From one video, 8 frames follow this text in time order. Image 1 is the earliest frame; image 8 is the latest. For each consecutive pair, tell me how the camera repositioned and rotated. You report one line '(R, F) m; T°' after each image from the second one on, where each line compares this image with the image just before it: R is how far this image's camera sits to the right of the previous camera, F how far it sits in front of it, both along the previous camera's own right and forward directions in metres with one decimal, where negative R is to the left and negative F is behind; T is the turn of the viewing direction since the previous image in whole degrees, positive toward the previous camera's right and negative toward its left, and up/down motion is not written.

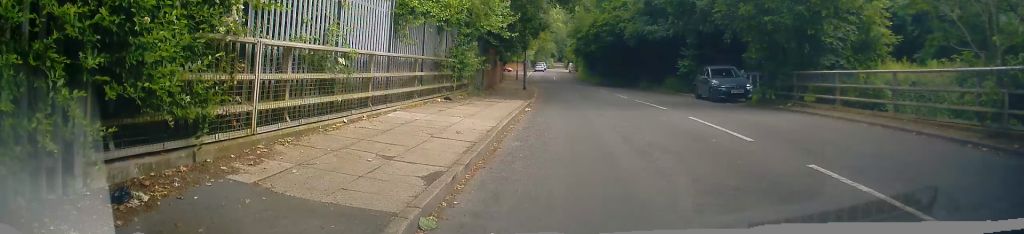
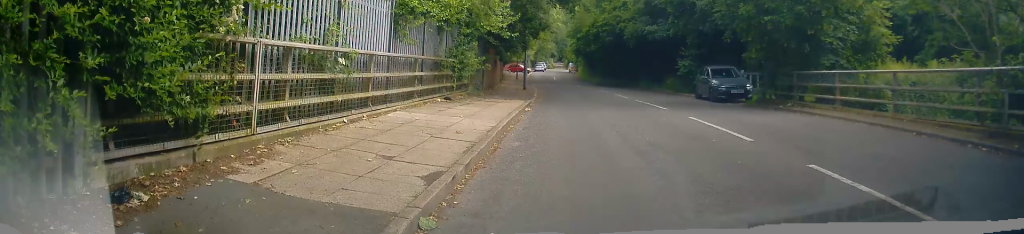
(0.0, 0.0) m; 0°
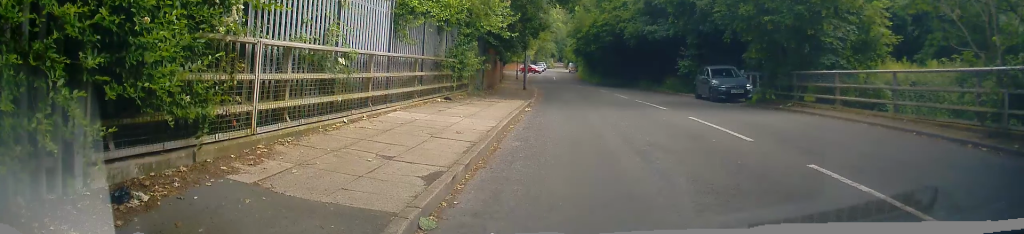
(0.0, 0.0) m; 0°
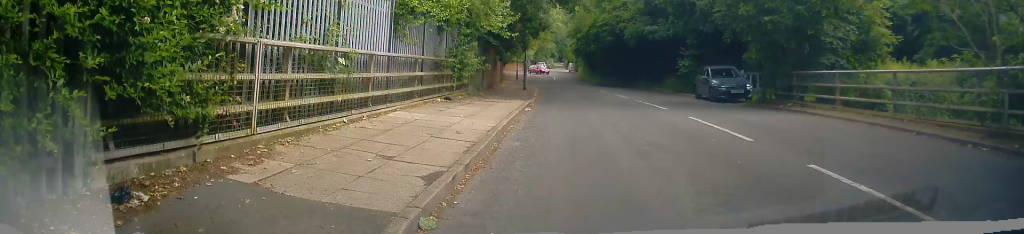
(0.0, 0.0) m; 0°
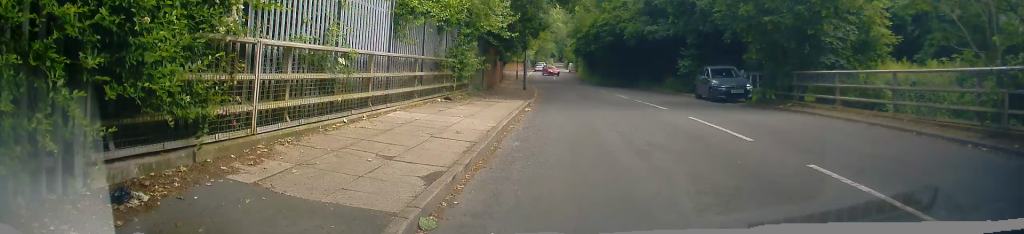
(0.0, 0.0) m; 0°
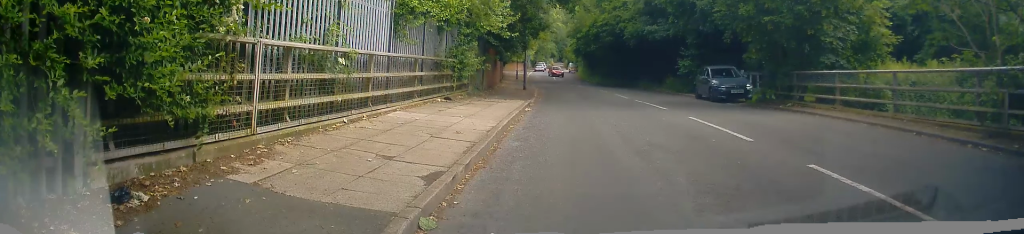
(0.0, 0.0) m; 0°
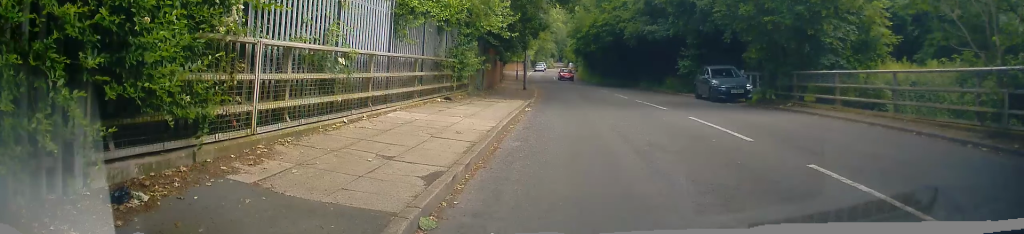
(0.0, 0.0) m; 0°
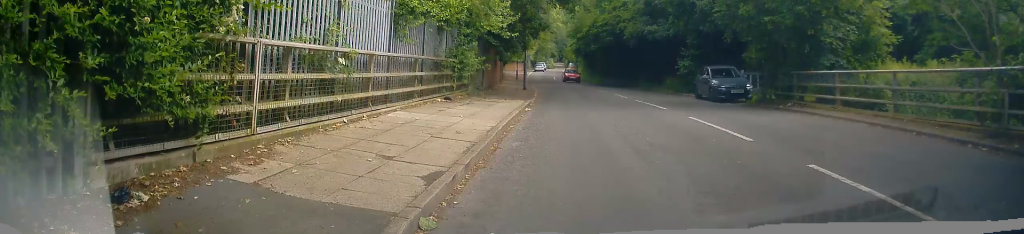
(0.0, 0.0) m; 0°
